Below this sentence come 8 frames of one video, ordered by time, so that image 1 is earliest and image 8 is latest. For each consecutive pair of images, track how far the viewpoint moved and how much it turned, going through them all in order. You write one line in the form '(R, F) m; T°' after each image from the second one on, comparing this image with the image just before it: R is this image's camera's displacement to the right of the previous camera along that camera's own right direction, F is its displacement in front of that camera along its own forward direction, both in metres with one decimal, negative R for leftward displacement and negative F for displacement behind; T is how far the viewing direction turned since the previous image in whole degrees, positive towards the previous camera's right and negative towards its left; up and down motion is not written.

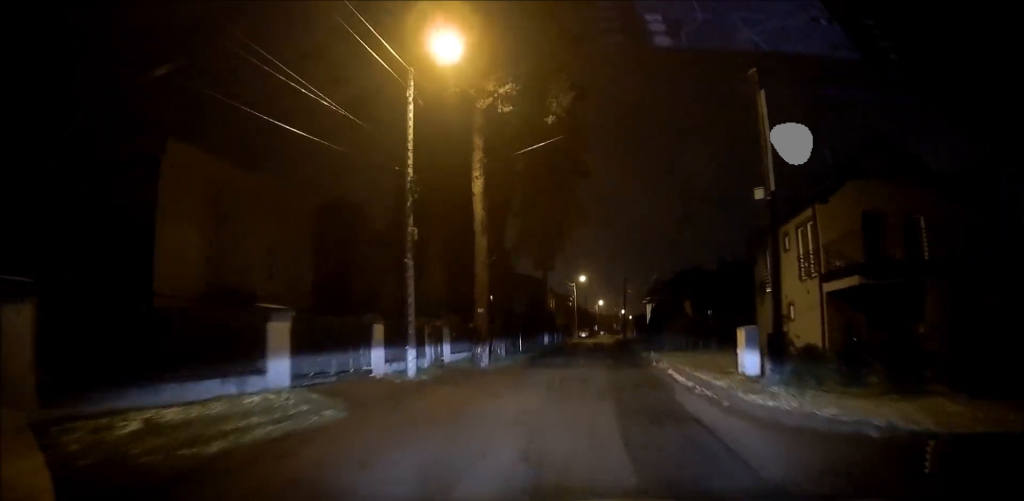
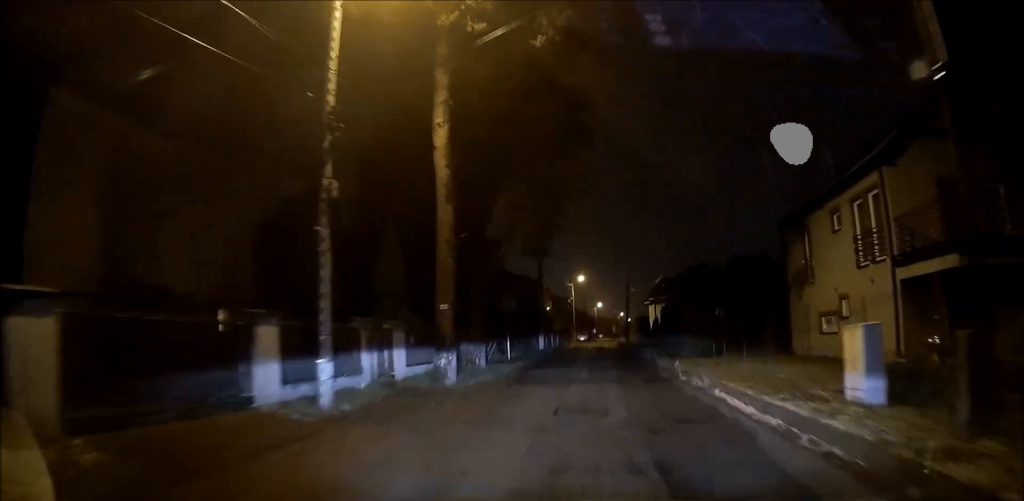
(-0.4, +5.7) m; 0°
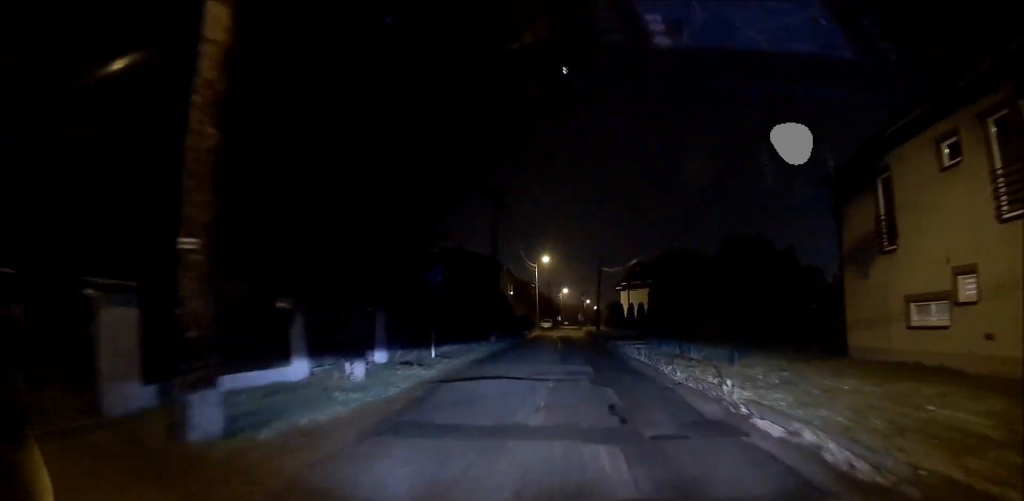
(+0.6, +8.7) m; +4°
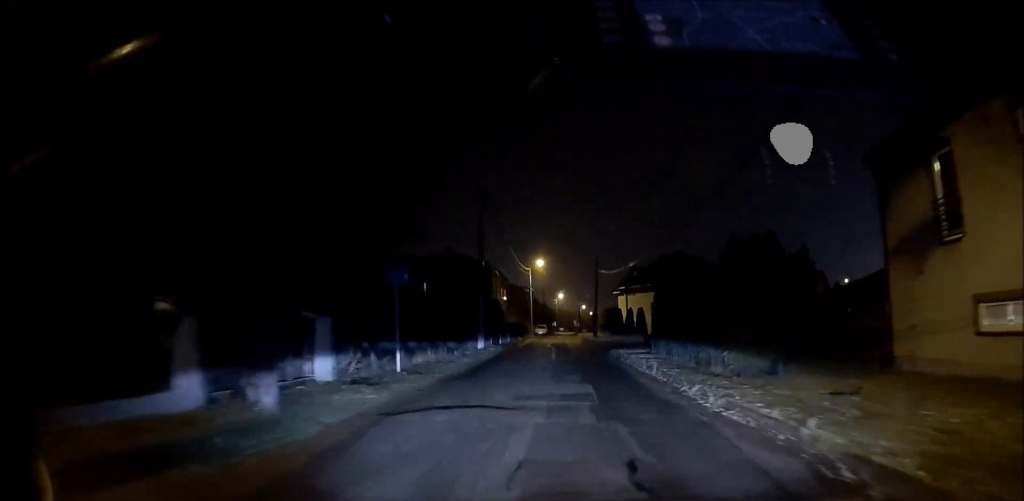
(0.0, +3.1) m; 0°
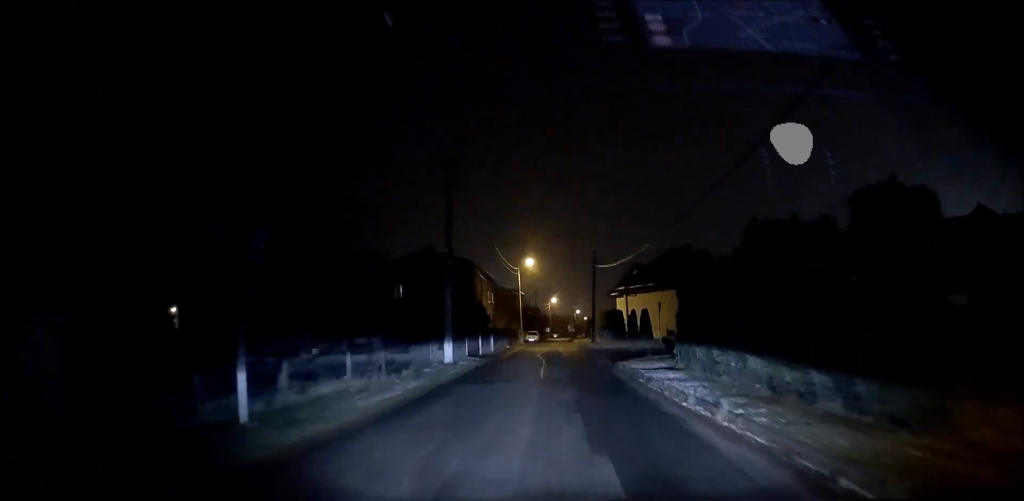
(0.0, +6.9) m; 0°
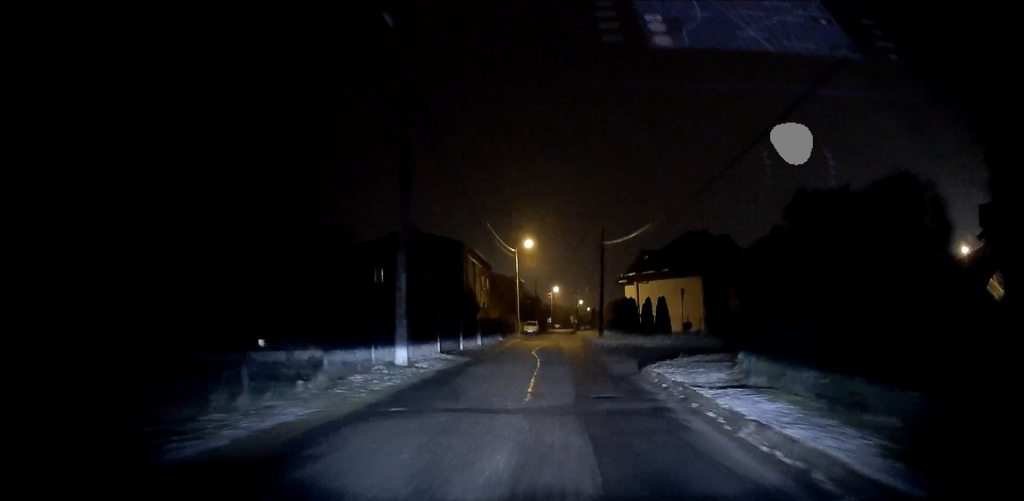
(0.0, +7.0) m; 0°
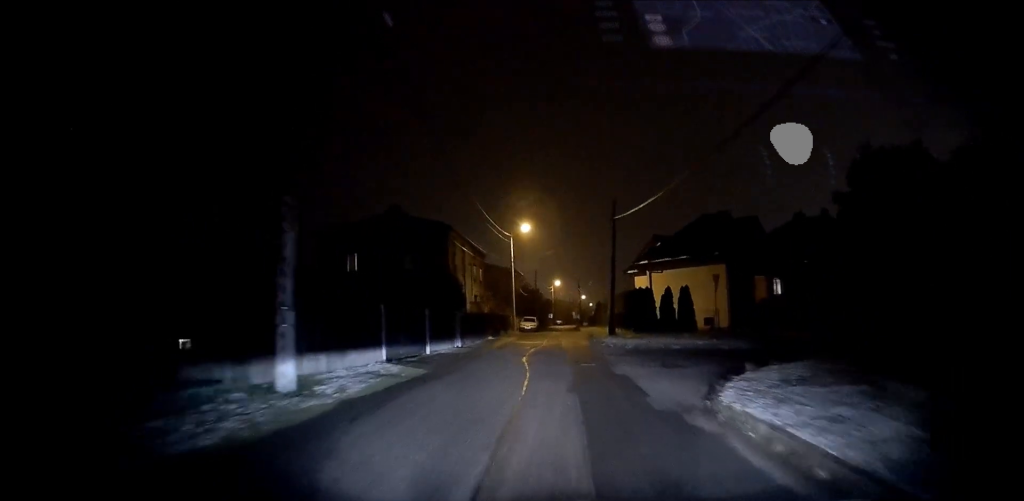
(0.0, +7.2) m; 0°
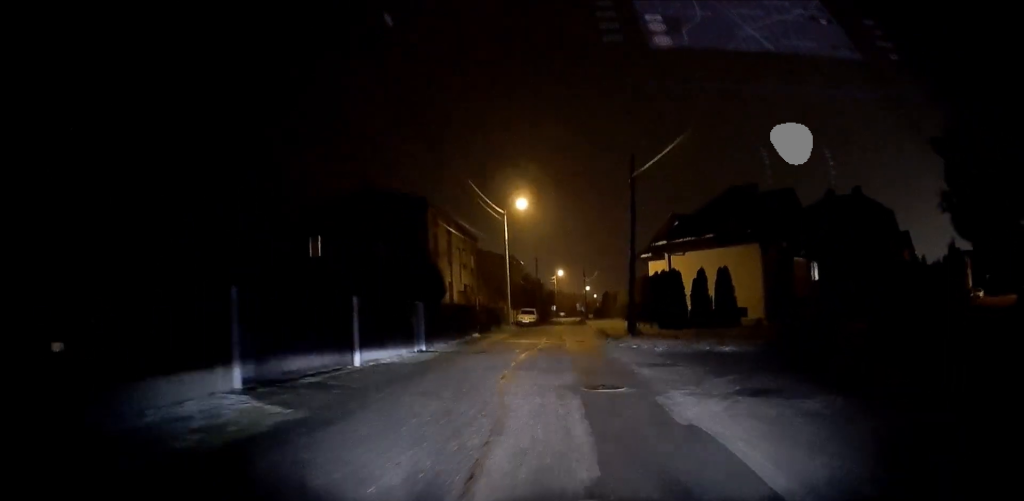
(0.0, +7.6) m; 0°
